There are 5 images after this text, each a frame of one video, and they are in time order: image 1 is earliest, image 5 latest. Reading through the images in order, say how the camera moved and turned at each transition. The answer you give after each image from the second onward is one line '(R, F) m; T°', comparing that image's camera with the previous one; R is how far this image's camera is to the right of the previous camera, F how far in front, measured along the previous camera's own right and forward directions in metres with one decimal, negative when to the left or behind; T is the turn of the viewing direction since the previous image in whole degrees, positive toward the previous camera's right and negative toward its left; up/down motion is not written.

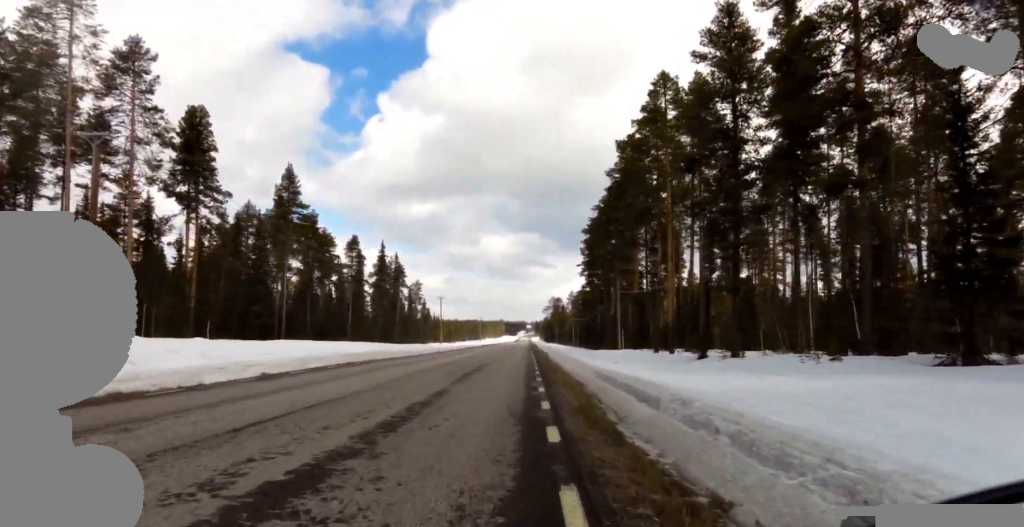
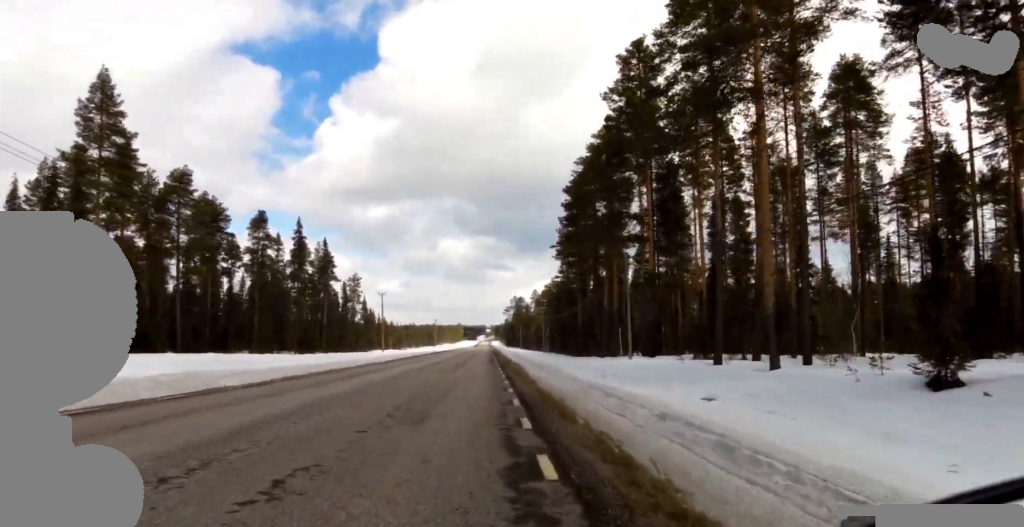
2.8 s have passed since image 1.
(+0.7, +19.6) m; +7°
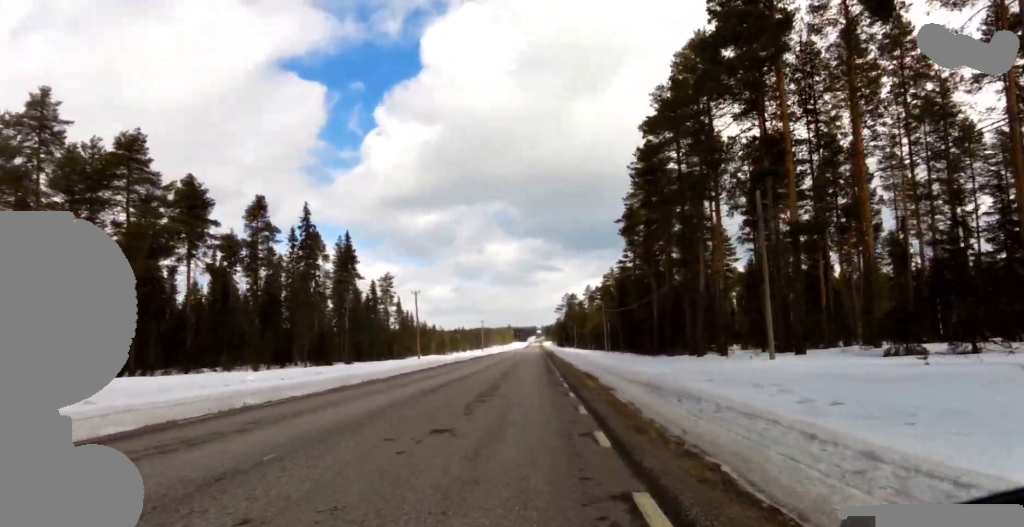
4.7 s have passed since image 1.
(0.0, +13.2) m; 0°
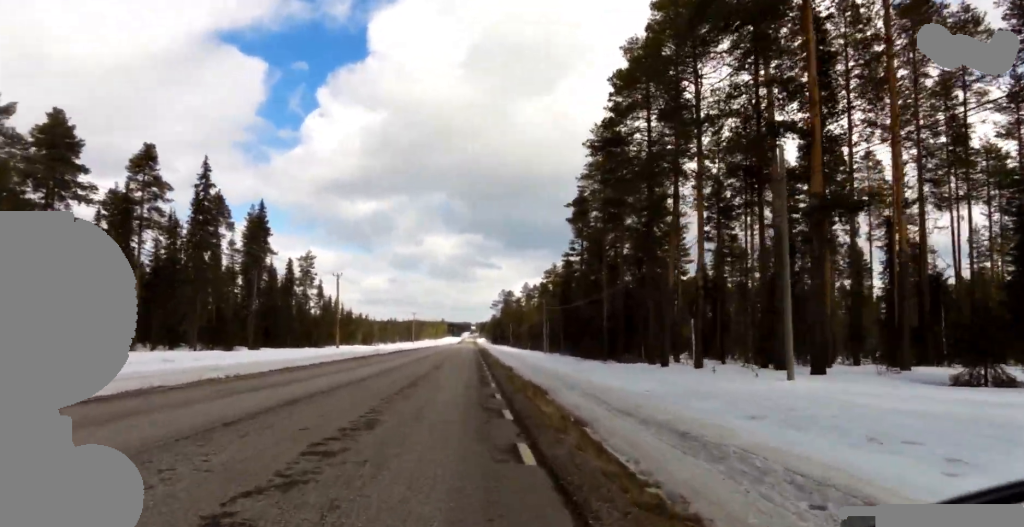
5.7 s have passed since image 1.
(0.0, +7.2) m; 0°
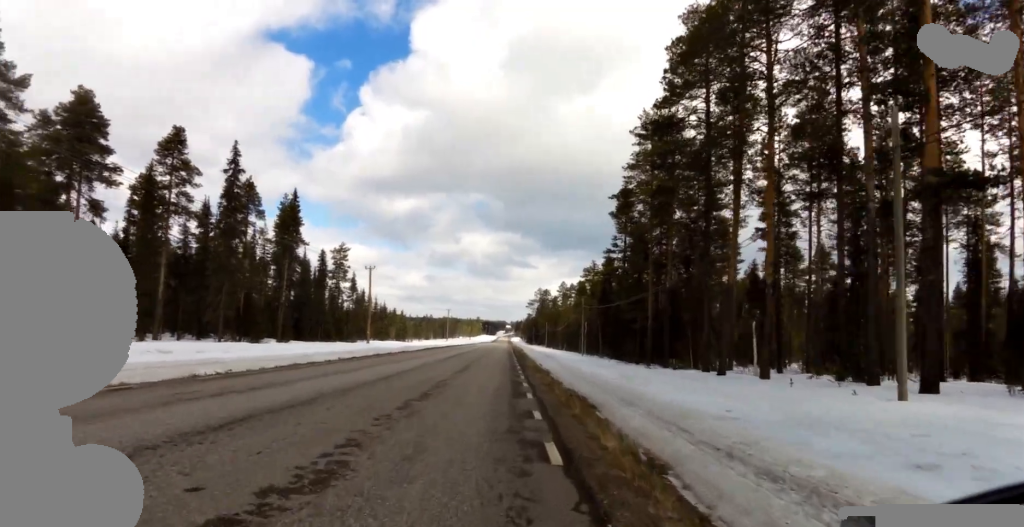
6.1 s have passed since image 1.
(0.0, +3.1) m; 0°
